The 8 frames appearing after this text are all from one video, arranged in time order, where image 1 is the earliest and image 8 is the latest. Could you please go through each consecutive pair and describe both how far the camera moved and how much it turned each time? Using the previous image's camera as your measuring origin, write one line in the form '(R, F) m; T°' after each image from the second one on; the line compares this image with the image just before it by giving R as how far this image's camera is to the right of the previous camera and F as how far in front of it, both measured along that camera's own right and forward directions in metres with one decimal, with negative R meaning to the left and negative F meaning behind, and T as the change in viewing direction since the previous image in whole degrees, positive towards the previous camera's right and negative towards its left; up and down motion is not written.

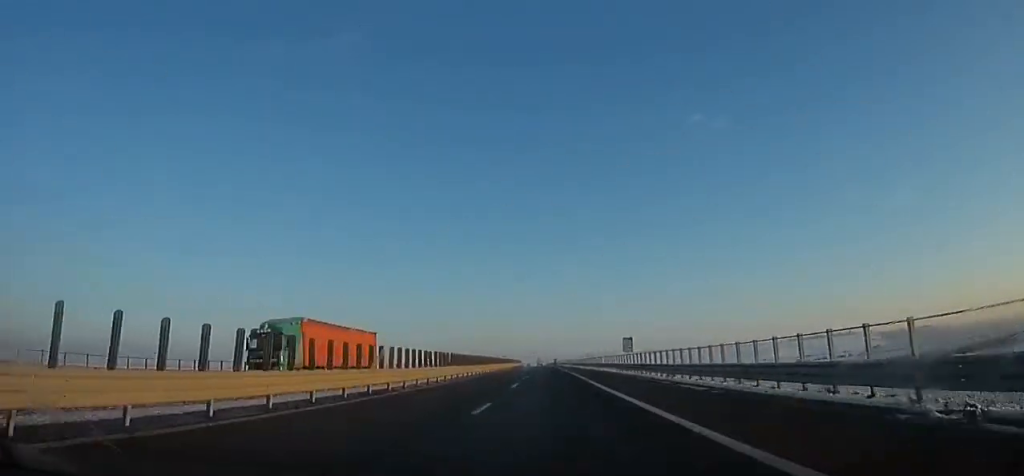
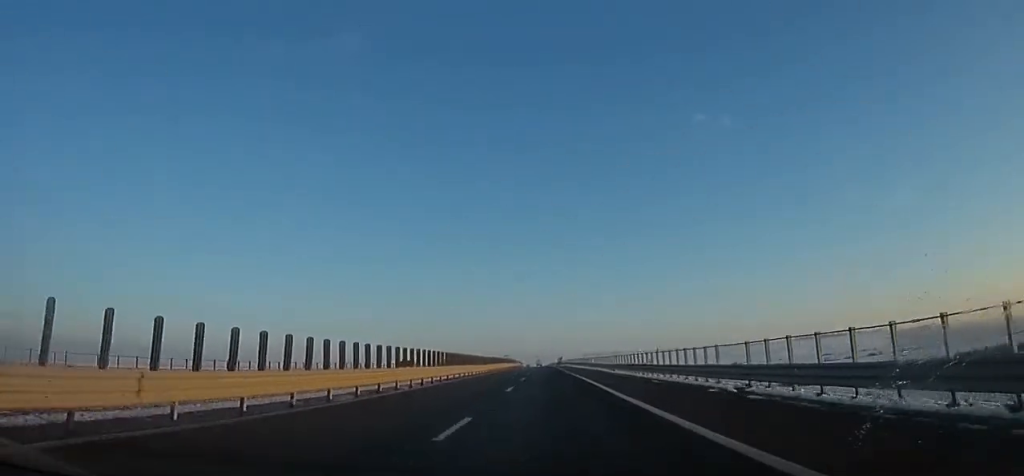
(+0.1, +39.6) m; -1°
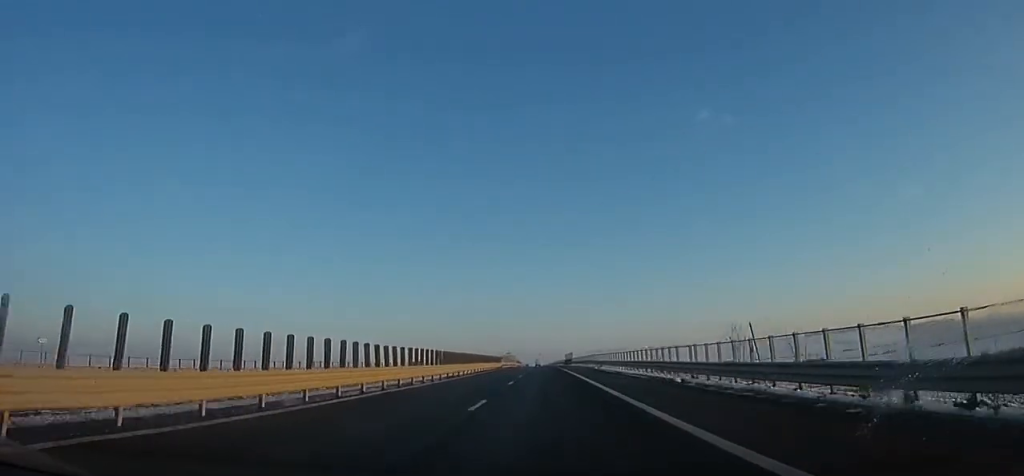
(-1.1, +43.8) m; -1°
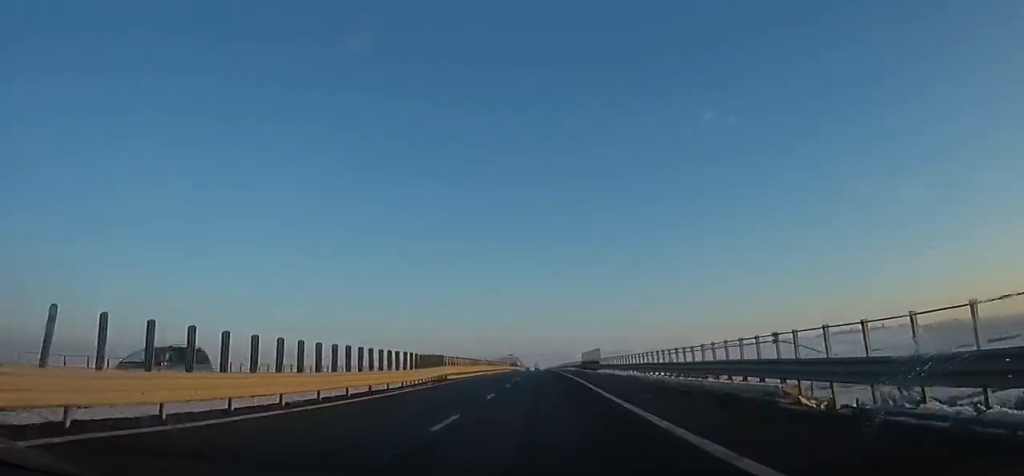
(+0.1, +47.9) m; 0°
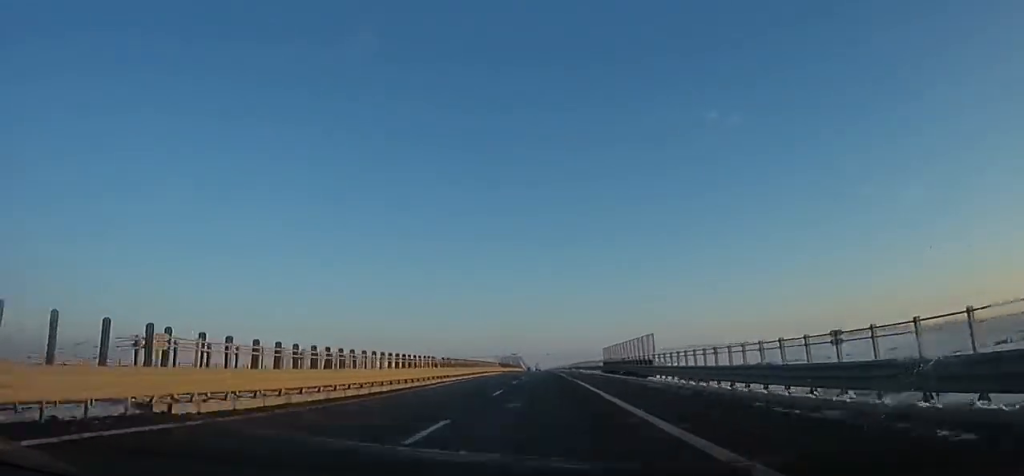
(+0.2, +27.1) m; 0°
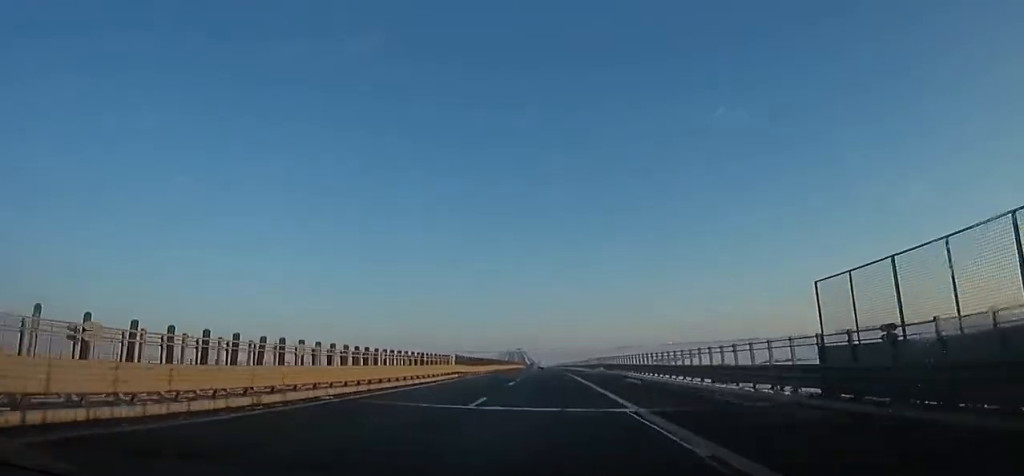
(-0.4, +41.8) m; -1°
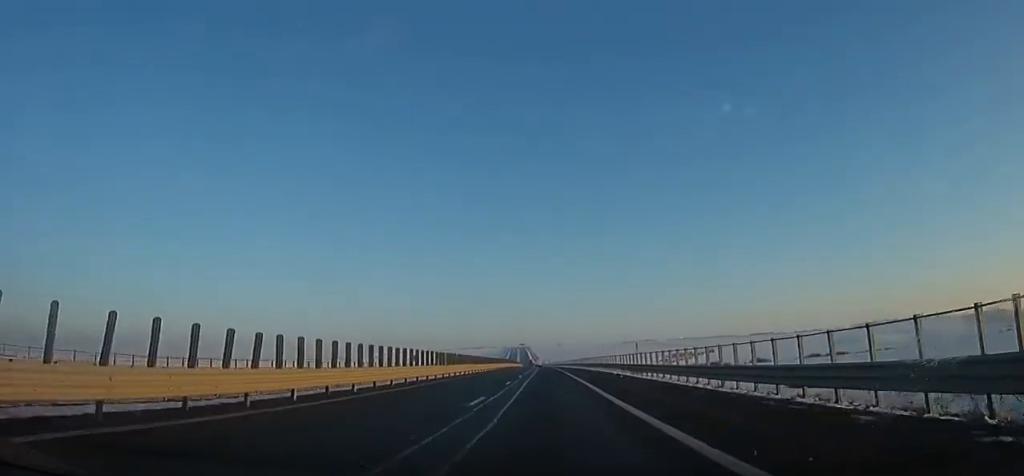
(-1.0, +60.7) m; -1°
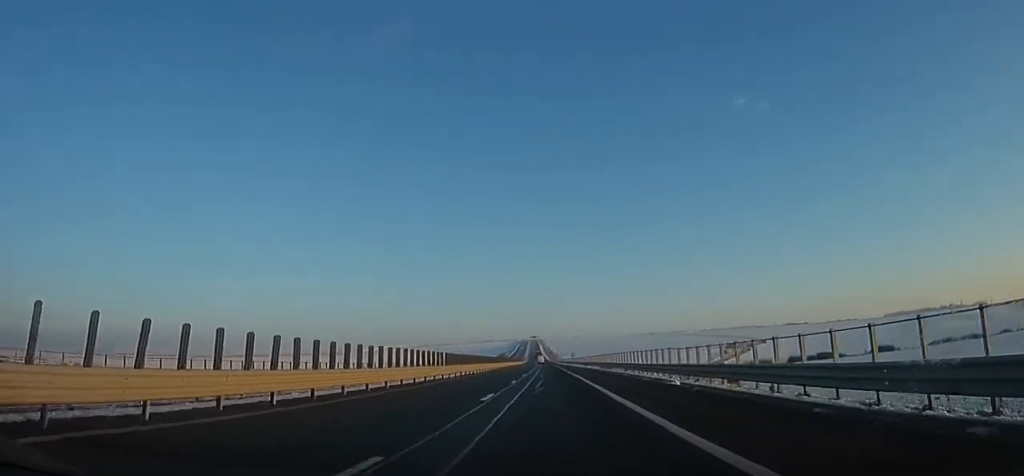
(-0.3, +117.7) m; -1°
